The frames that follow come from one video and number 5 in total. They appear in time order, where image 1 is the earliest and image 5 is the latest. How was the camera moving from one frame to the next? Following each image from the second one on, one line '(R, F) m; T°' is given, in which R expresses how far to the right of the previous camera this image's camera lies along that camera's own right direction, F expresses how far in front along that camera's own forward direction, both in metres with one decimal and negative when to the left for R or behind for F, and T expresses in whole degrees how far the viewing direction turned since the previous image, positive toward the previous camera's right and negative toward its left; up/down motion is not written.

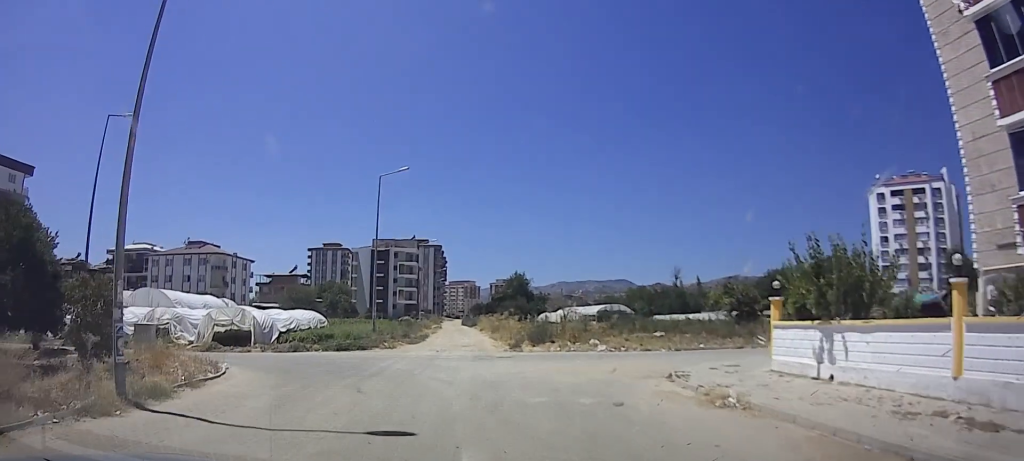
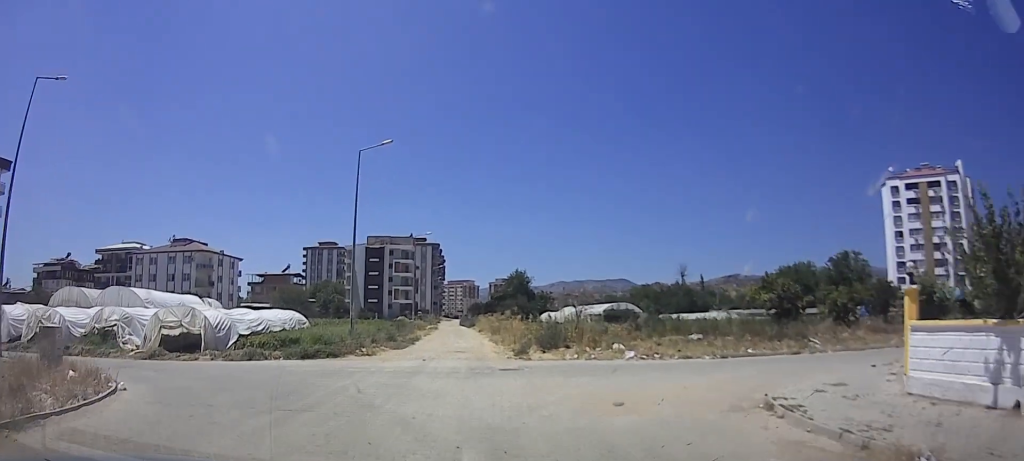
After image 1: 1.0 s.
(+0.3, +5.5) m; -2°
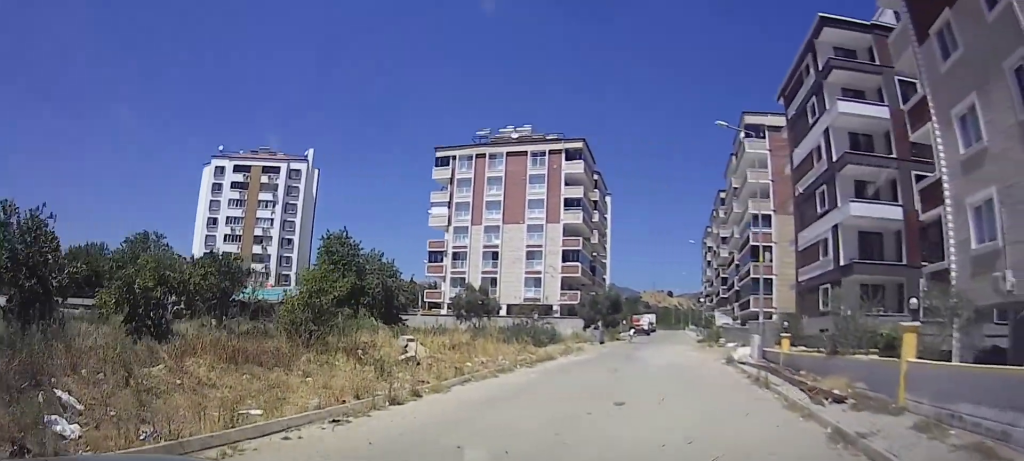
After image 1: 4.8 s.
(+3.4, +15.0) m; +65°
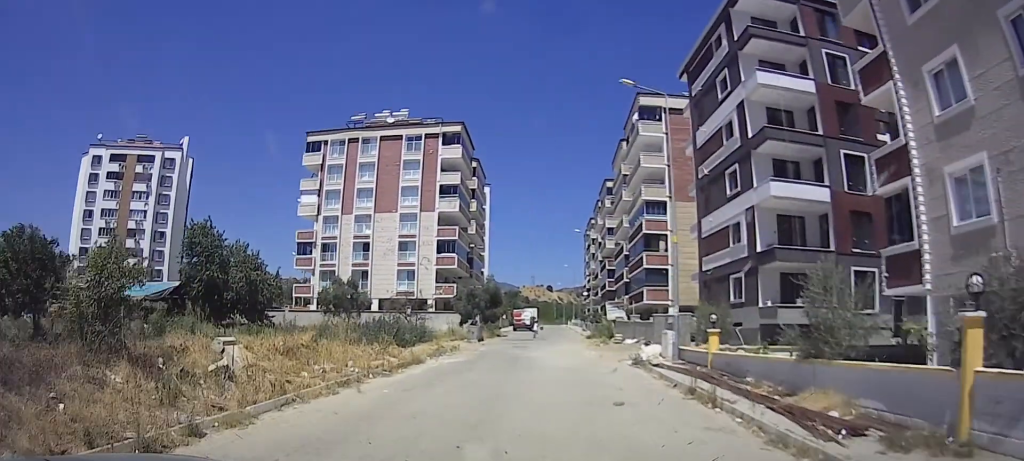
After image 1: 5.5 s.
(+0.9, +3.4) m; +14°
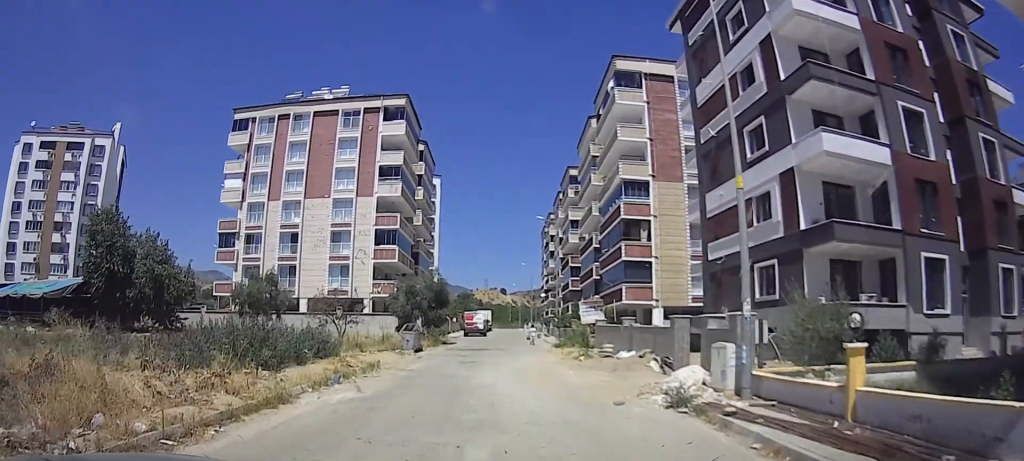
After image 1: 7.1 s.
(0.0, +7.6) m; 0°
